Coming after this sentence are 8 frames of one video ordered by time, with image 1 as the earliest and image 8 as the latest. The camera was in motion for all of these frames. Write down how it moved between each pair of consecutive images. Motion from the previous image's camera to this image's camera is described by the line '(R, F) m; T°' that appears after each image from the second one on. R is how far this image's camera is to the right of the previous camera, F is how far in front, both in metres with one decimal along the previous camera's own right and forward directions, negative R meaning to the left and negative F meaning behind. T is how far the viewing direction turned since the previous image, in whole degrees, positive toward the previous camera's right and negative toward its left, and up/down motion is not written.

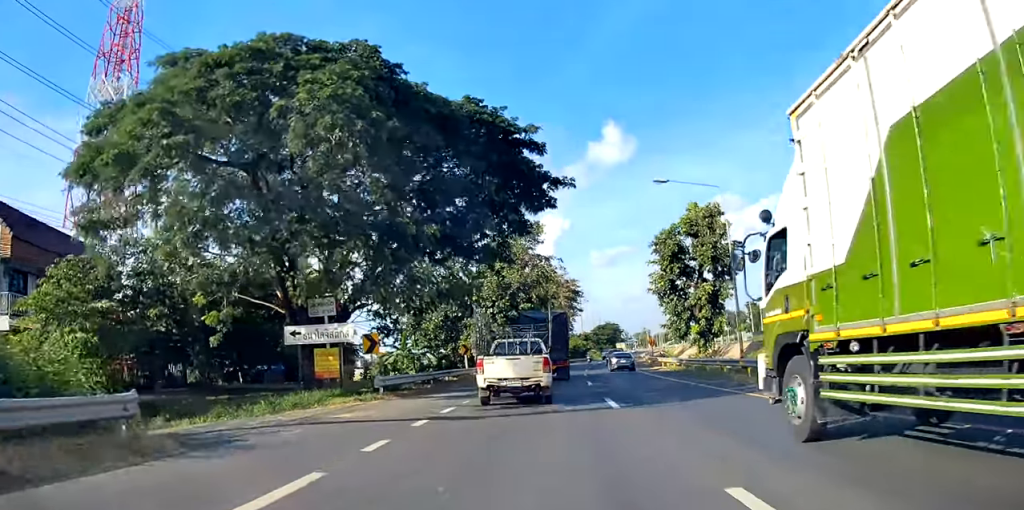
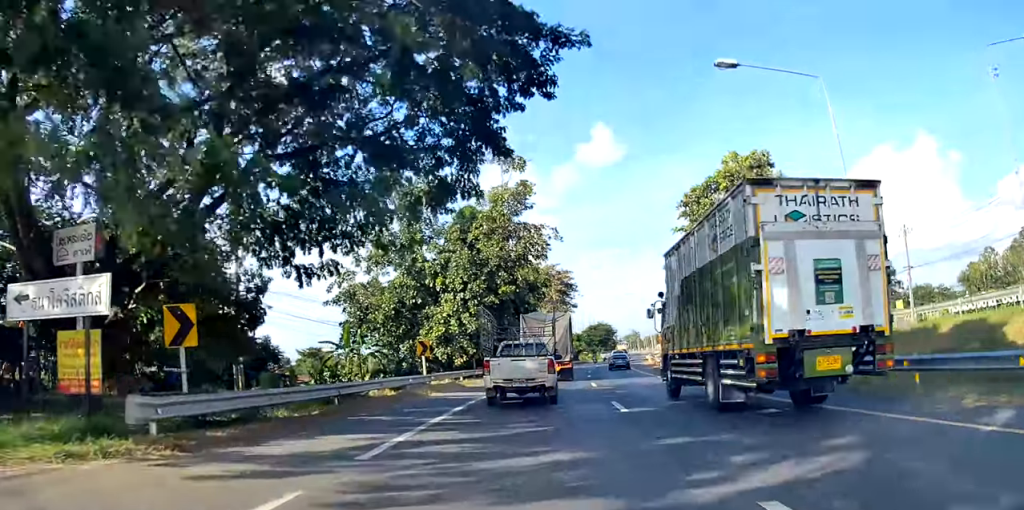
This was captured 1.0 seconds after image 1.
(+0.1, +12.2) m; -1°
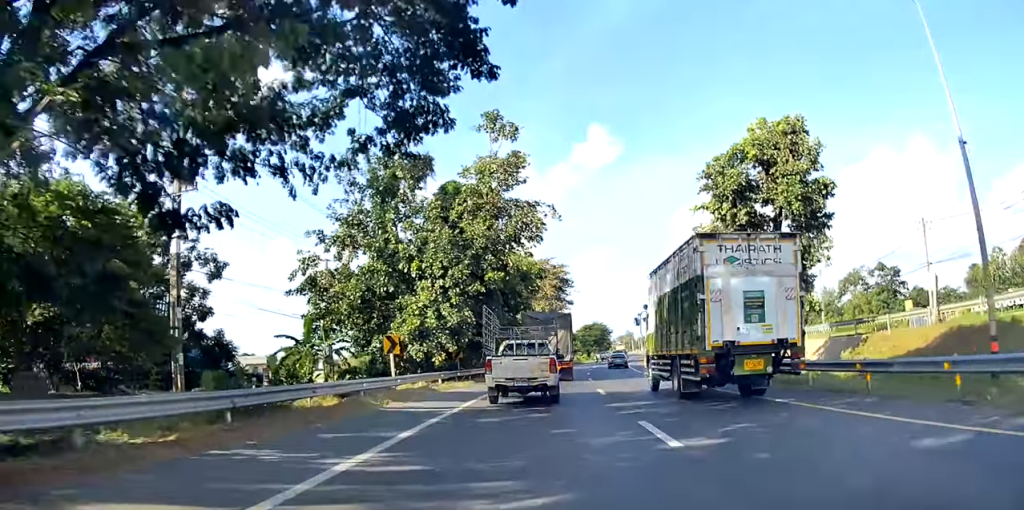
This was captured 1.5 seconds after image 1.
(+0.1, +5.5) m; -1°
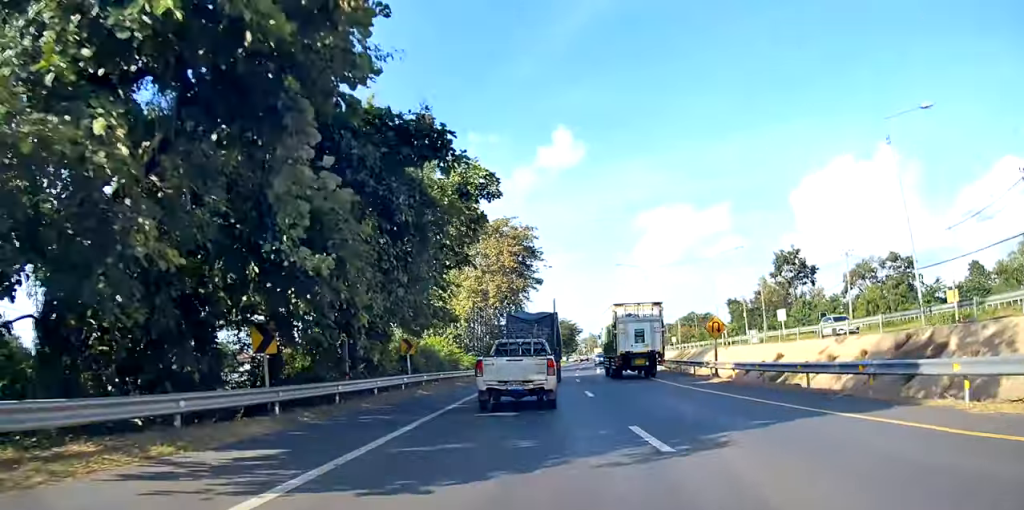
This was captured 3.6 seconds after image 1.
(+0.8, +24.6) m; +7°
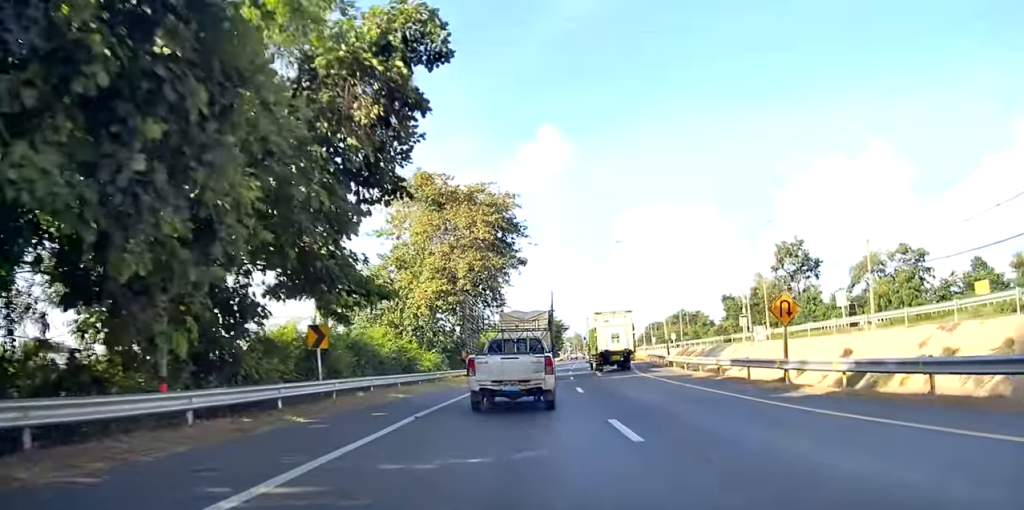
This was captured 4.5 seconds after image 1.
(0.0, +11.1) m; -1°
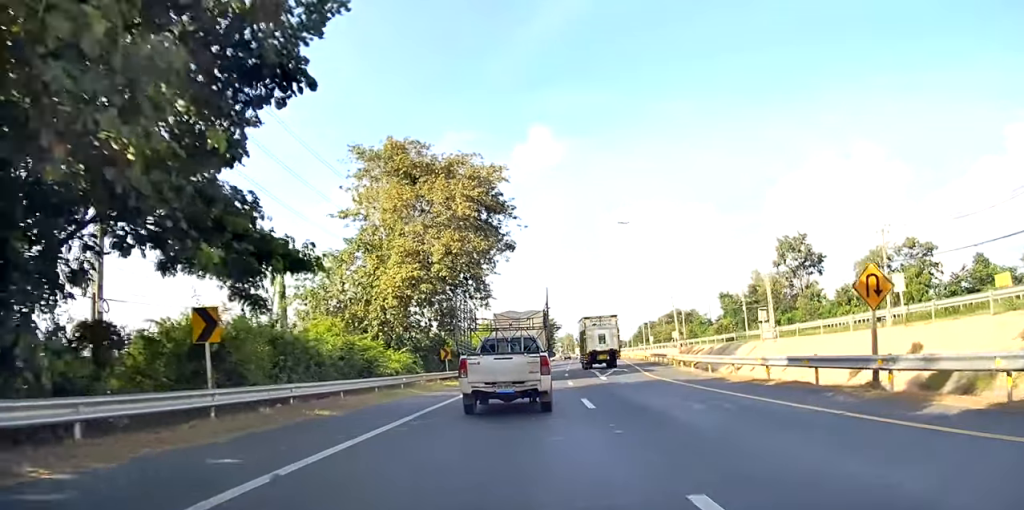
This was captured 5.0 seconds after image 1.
(-0.1, +6.7) m; 0°
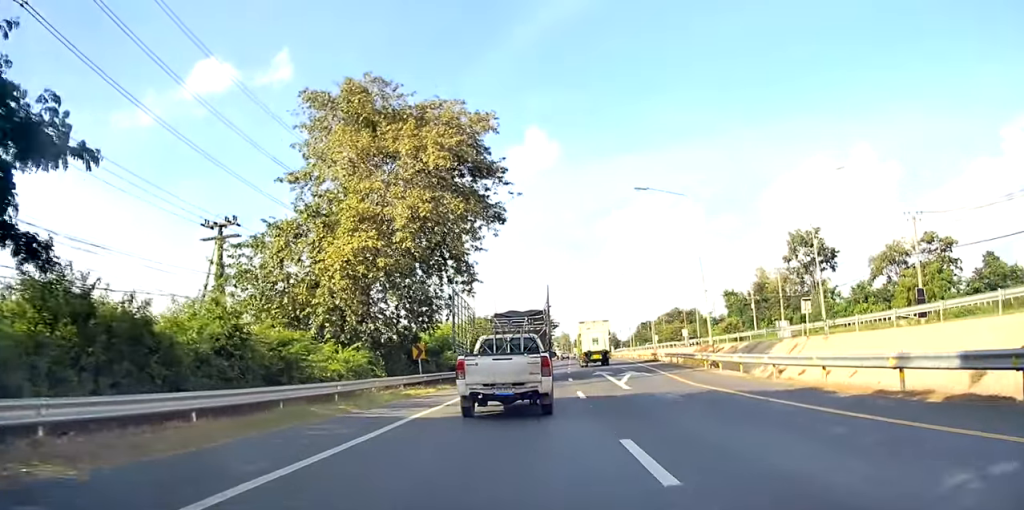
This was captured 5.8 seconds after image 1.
(-0.1, +9.1) m; +1°
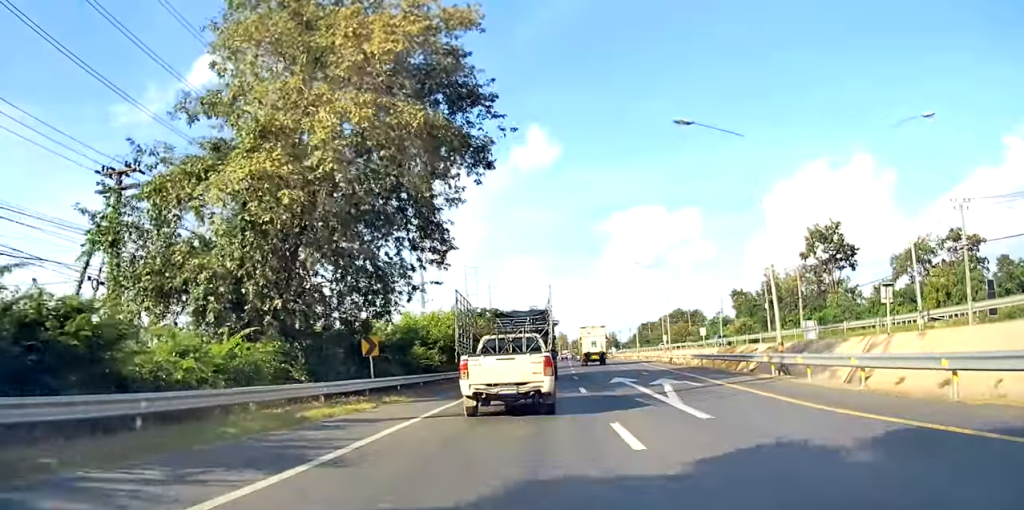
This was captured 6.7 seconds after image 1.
(+0.1, +10.0) m; +3°
